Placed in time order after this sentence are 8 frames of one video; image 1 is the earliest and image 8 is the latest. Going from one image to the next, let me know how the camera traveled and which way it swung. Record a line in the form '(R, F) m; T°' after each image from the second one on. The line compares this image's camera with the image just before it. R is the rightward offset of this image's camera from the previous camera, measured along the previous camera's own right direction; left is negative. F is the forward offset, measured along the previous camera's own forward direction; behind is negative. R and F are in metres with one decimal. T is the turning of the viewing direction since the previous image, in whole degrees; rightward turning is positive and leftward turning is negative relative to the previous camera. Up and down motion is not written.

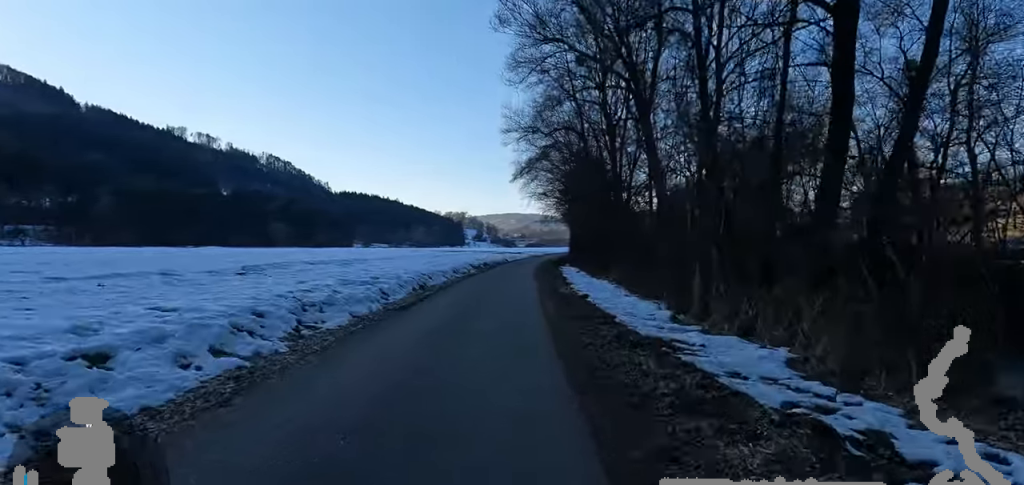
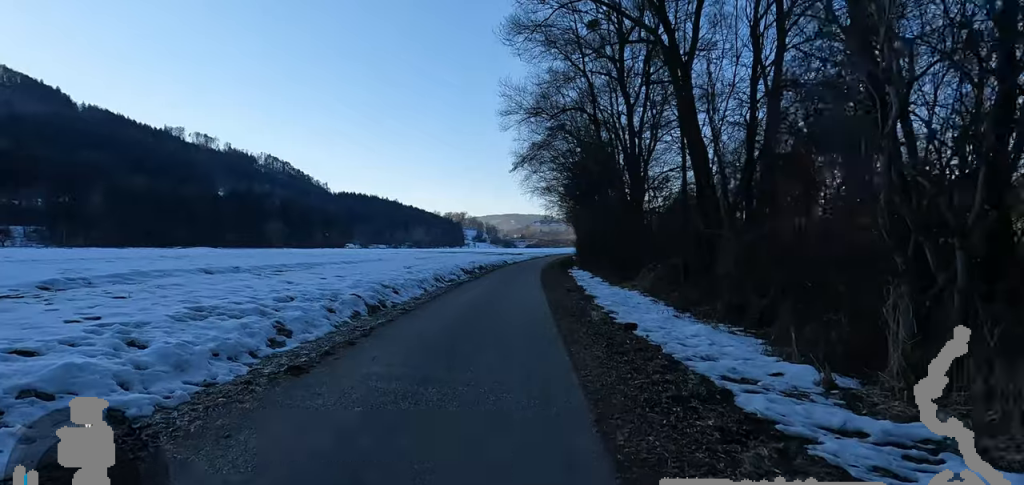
(0.0, +4.9) m; 0°
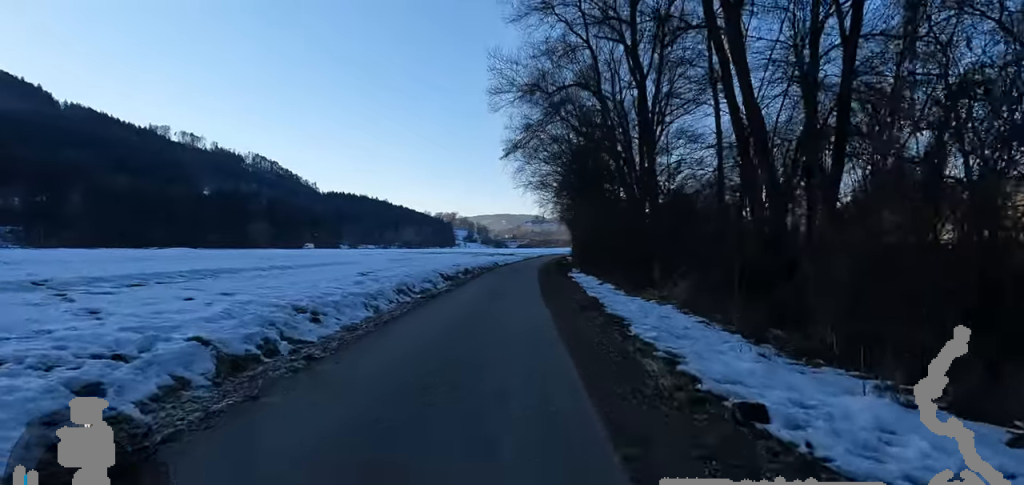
(0.0, +4.4) m; 0°
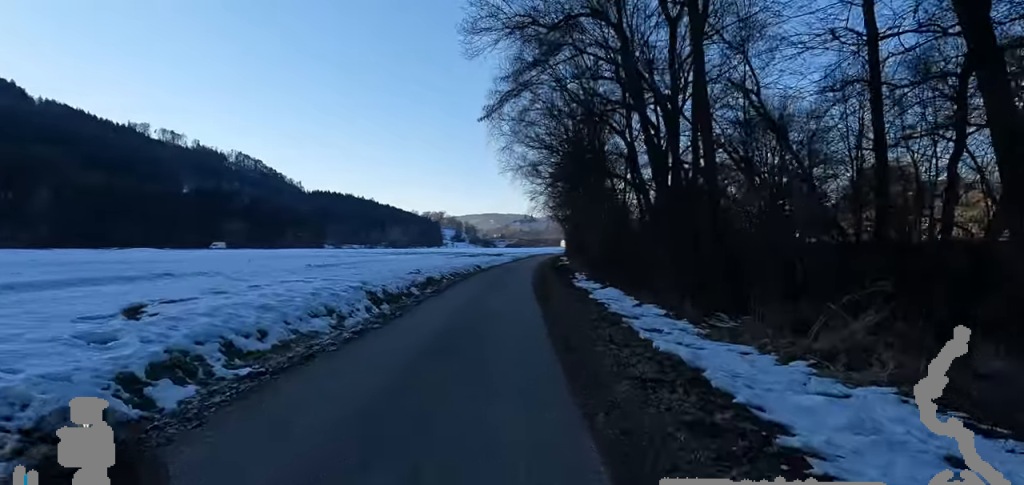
(0.0, +7.4) m; 0°
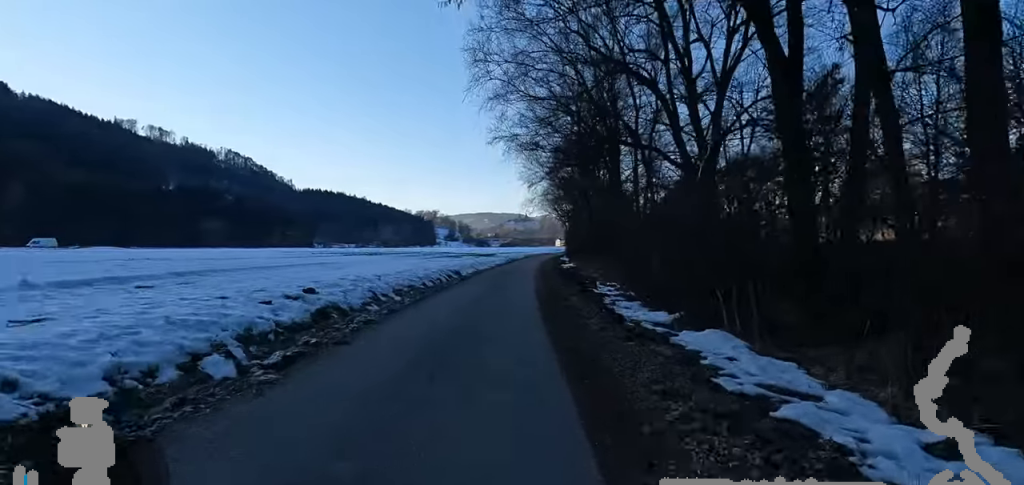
(0.0, +8.6) m; 0°
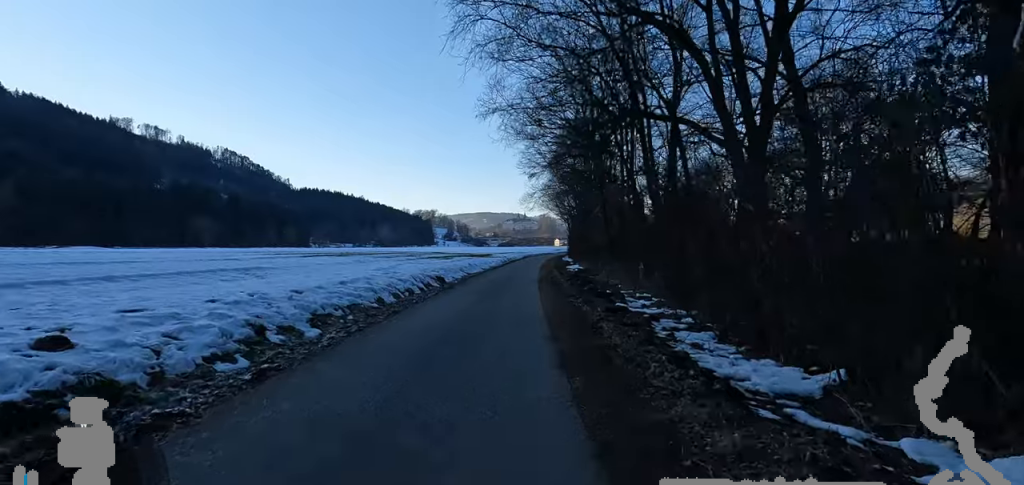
(0.0, +4.7) m; 0°
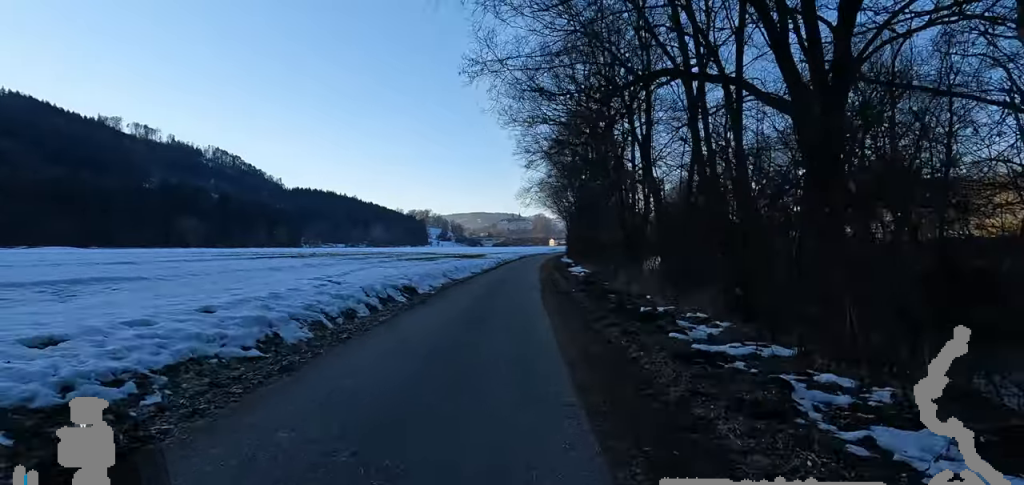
(0.0, +4.4) m; 0°
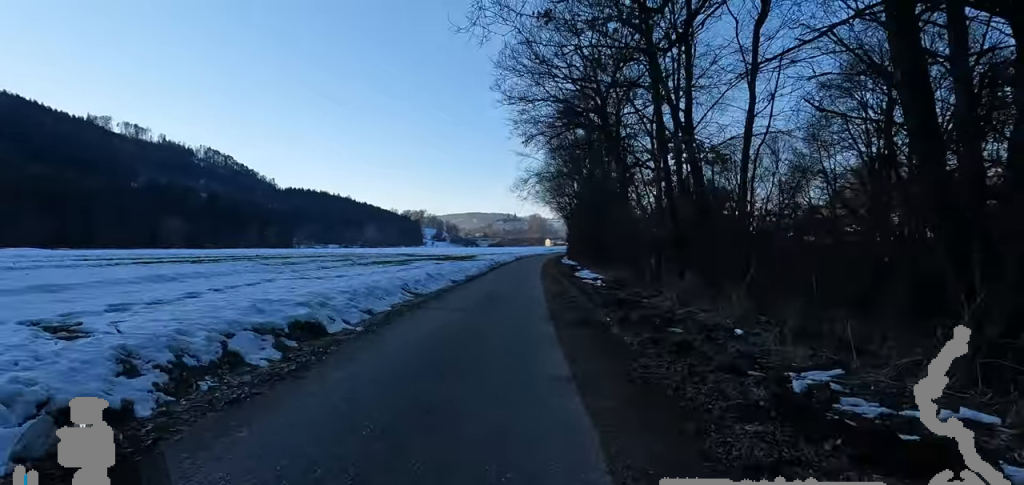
(0.0, +5.8) m; 0°
